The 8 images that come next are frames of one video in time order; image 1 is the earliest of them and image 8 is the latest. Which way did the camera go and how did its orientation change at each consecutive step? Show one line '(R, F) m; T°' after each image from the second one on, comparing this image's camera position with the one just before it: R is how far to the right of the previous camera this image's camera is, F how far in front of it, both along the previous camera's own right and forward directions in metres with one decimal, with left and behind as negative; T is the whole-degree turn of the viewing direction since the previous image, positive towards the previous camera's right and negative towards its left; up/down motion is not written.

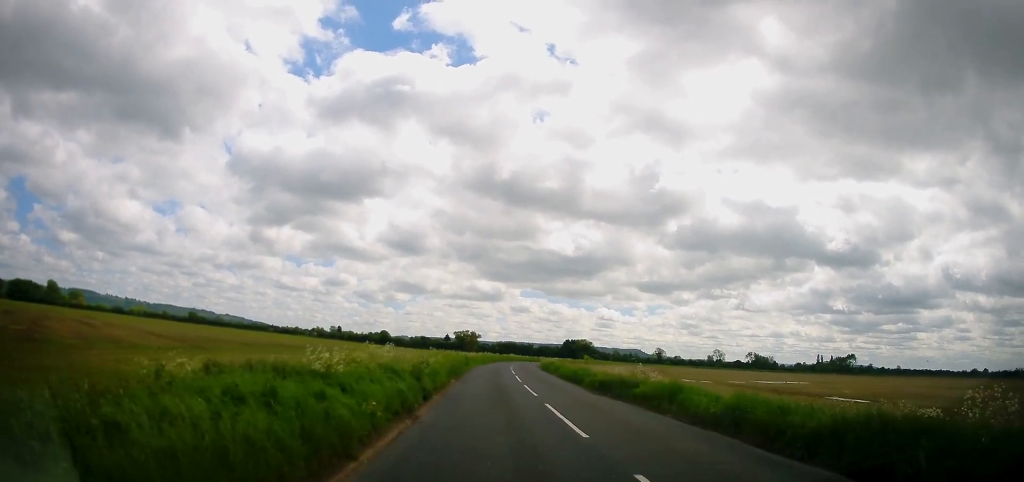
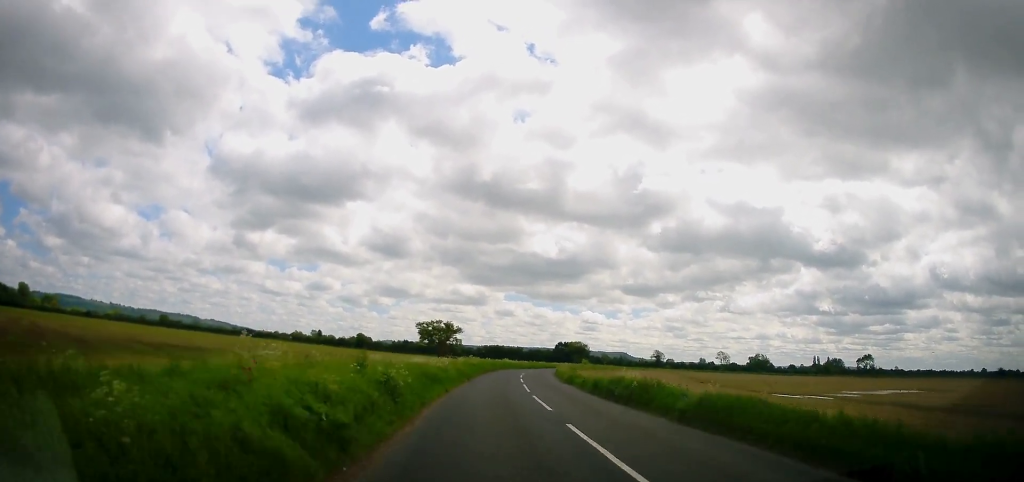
(0.0, +30.6) m; +2°
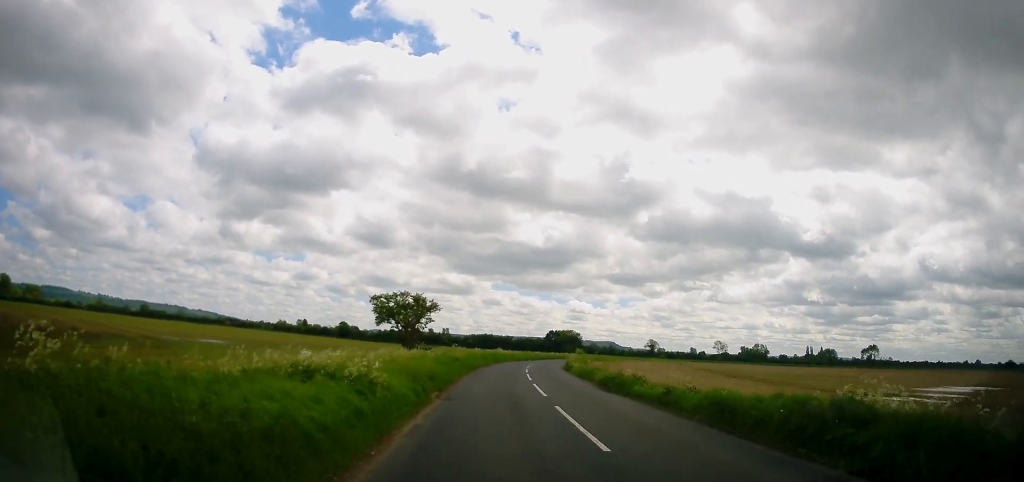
(+0.3, +15.4) m; +1°
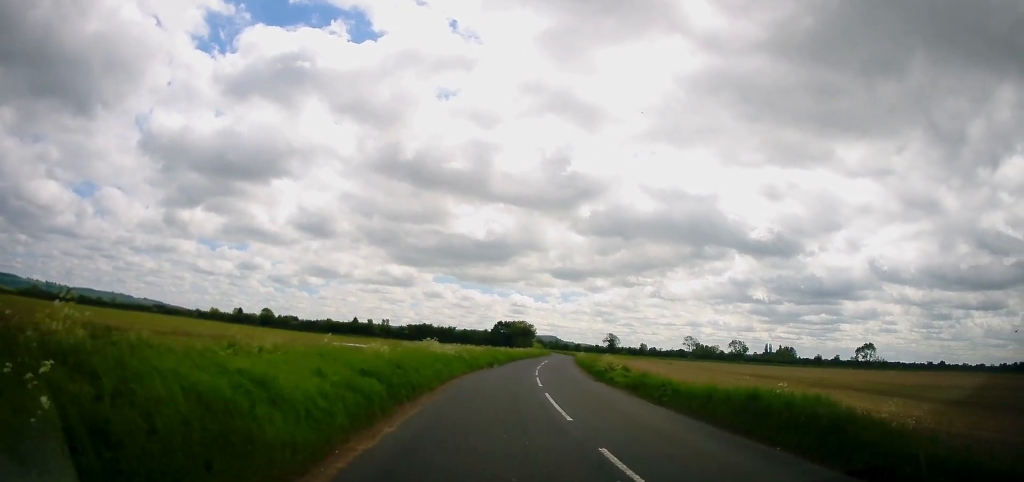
(+1.0, +42.2) m; +5°
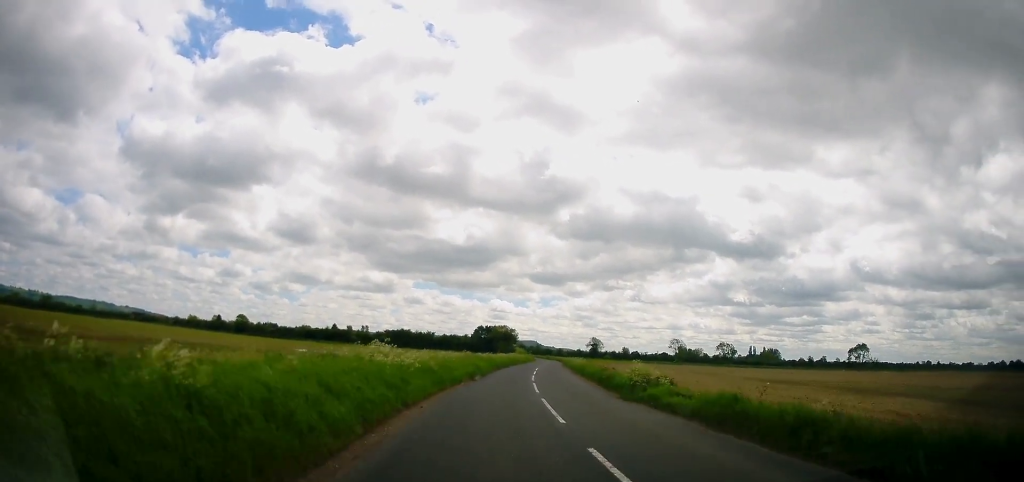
(+0.3, +8.5) m; +2°
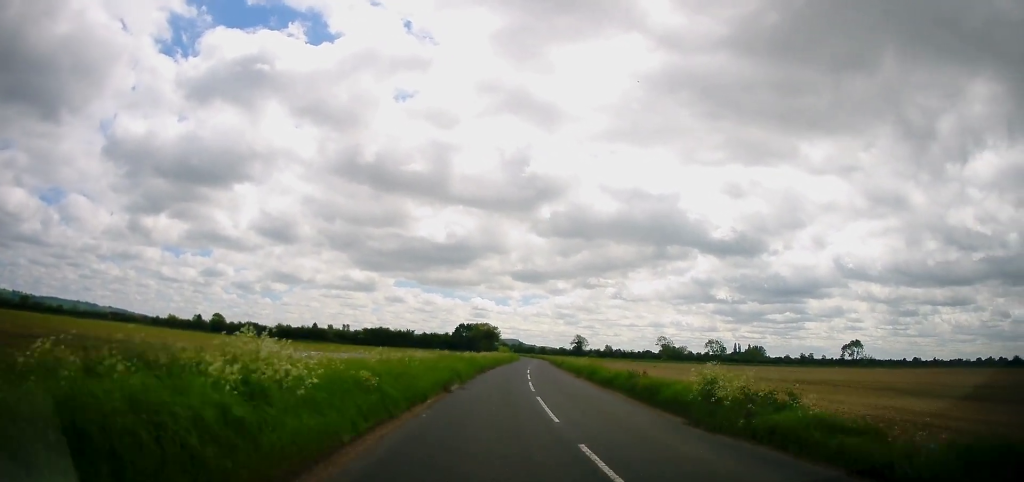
(+0.1, +8.5) m; +2°
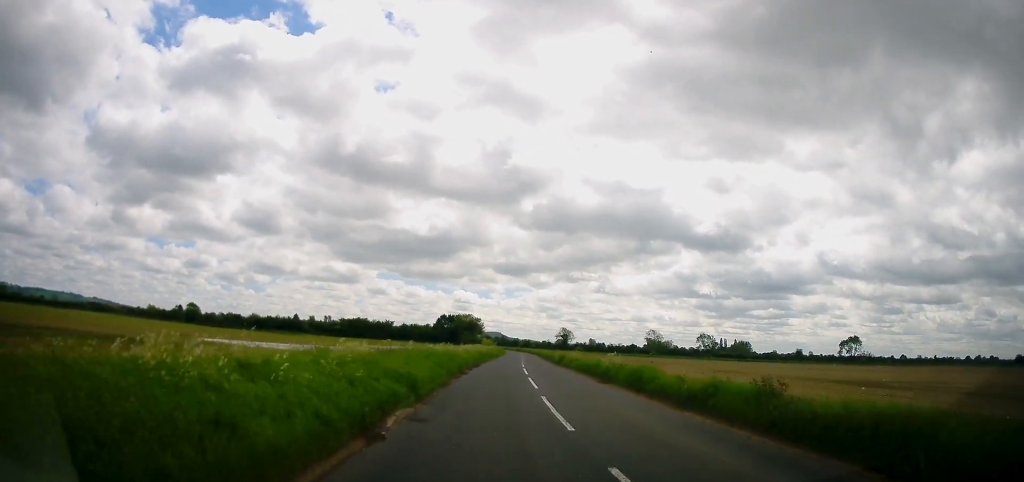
(+0.2, +11.2) m; +2°
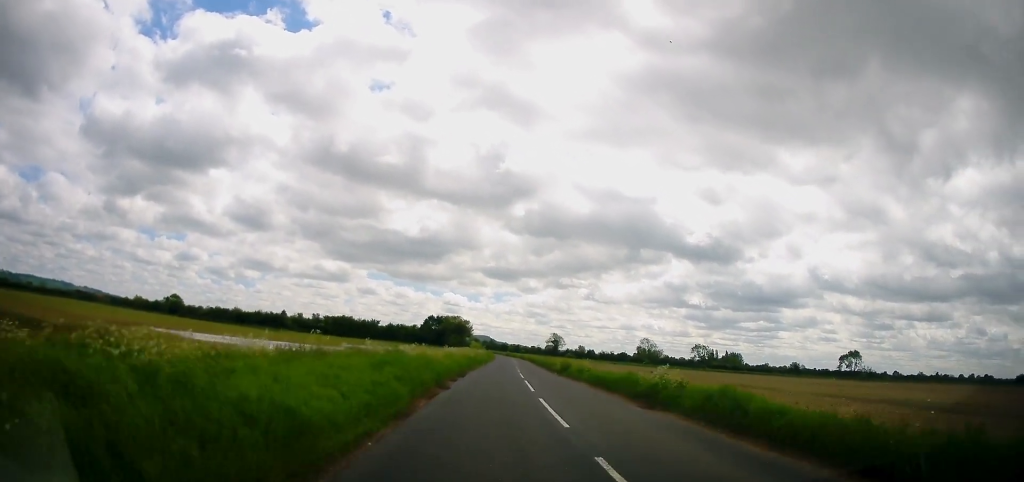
(+0.1, +7.9) m; +1°
